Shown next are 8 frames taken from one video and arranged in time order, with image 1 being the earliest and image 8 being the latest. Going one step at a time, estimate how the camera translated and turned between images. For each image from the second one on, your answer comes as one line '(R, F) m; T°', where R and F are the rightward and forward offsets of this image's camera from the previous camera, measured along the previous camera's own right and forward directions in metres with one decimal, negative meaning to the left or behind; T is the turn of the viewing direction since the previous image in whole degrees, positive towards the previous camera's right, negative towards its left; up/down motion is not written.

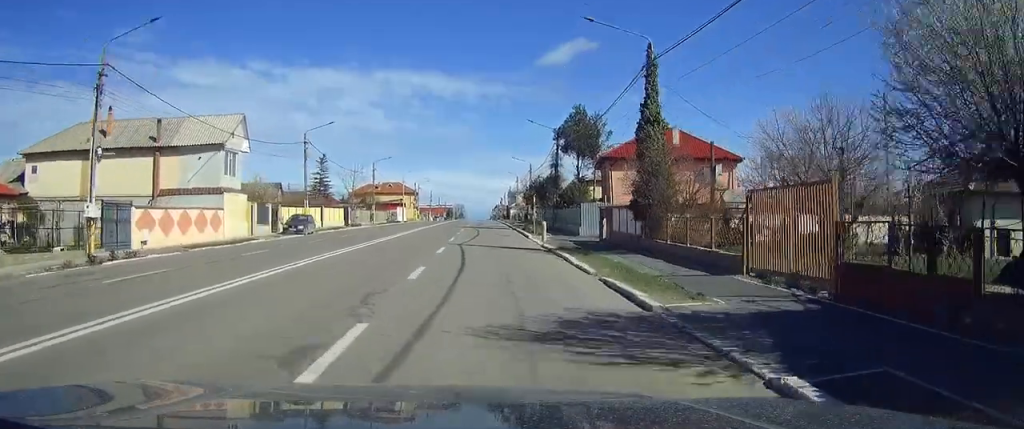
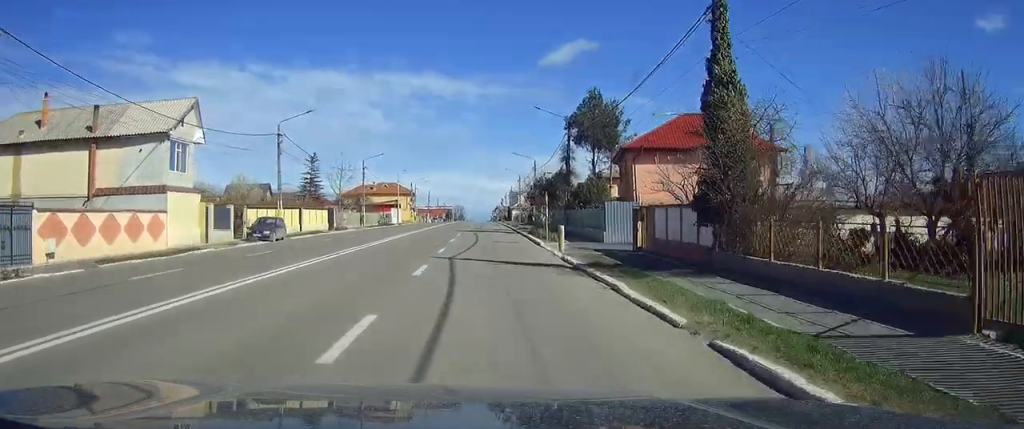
(-0.1, +8.0) m; 0°
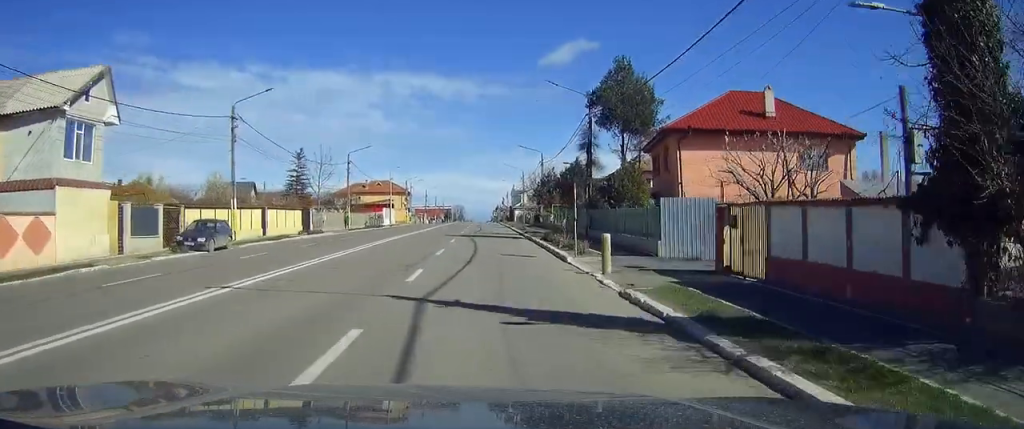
(0.0, +10.1) m; 0°
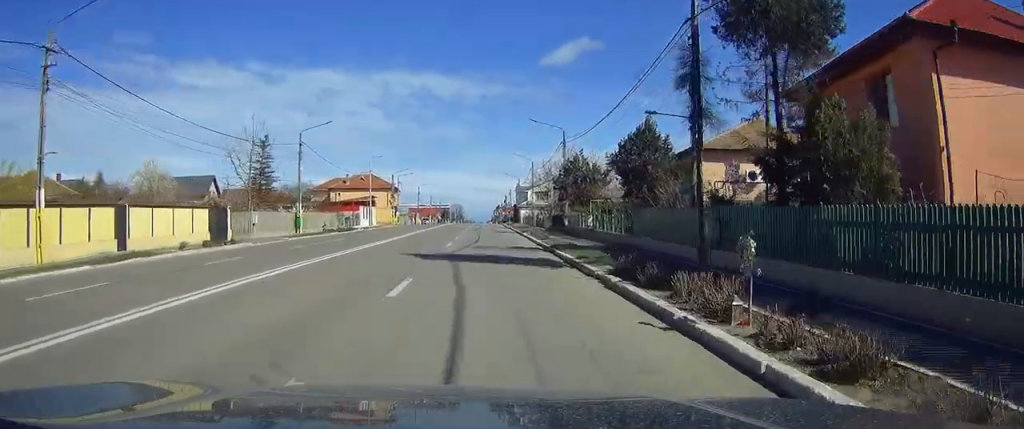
(+0.1, +20.6) m; 0°
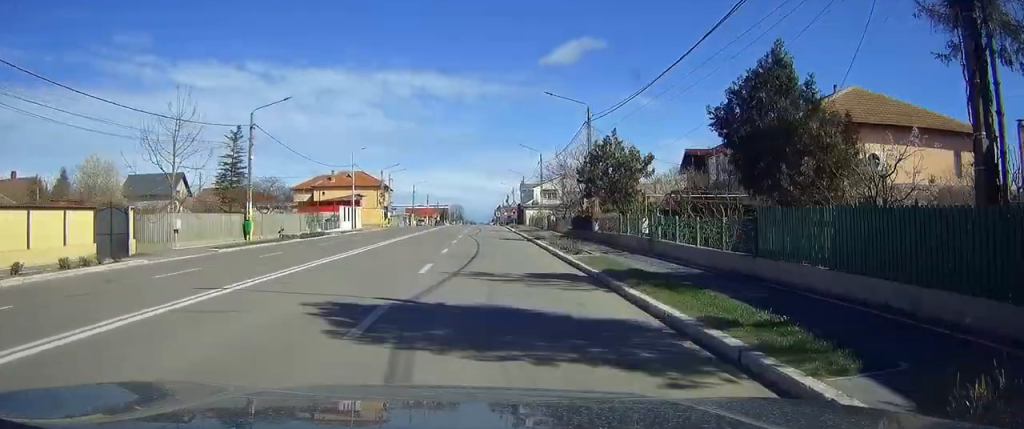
(-0.1, +12.8) m; 0°
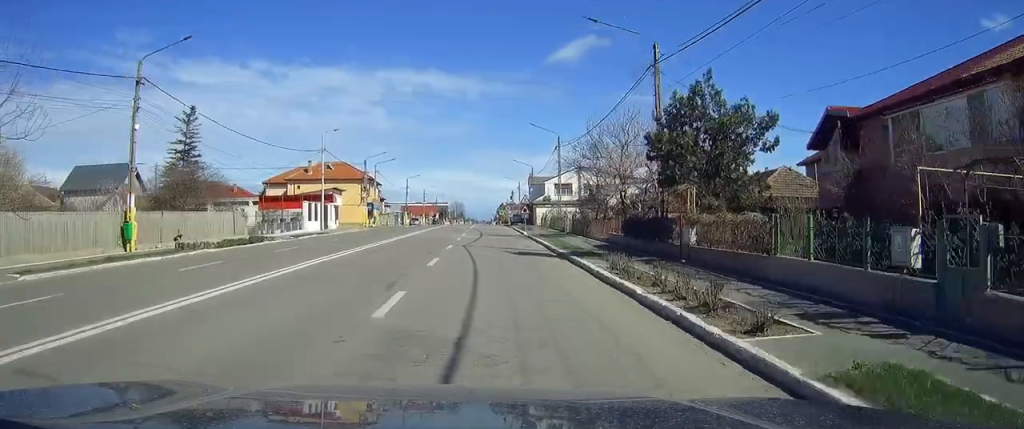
(+0.1, +16.3) m; 0°
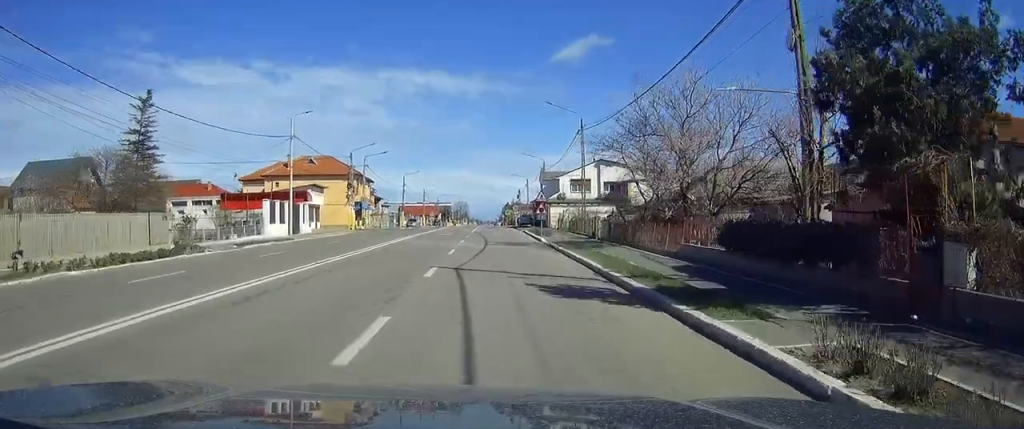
(-0.1, +12.0) m; 0°
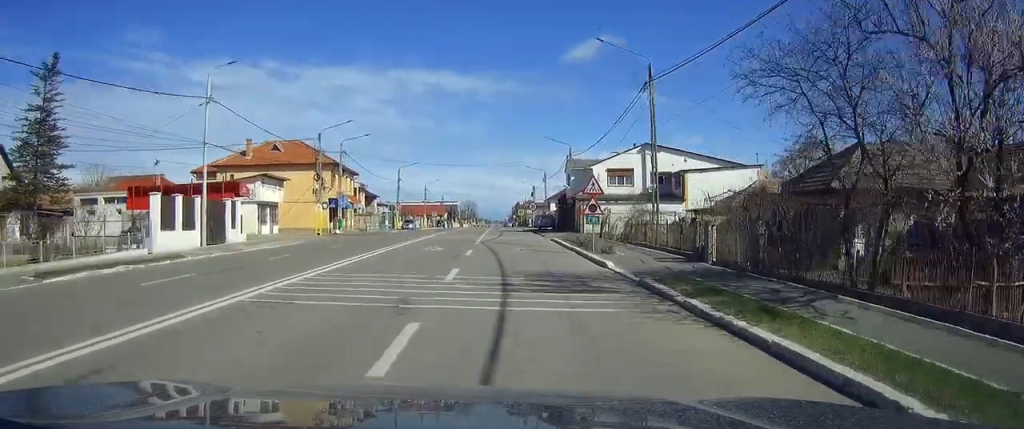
(-0.1, +18.0) m; -1°
